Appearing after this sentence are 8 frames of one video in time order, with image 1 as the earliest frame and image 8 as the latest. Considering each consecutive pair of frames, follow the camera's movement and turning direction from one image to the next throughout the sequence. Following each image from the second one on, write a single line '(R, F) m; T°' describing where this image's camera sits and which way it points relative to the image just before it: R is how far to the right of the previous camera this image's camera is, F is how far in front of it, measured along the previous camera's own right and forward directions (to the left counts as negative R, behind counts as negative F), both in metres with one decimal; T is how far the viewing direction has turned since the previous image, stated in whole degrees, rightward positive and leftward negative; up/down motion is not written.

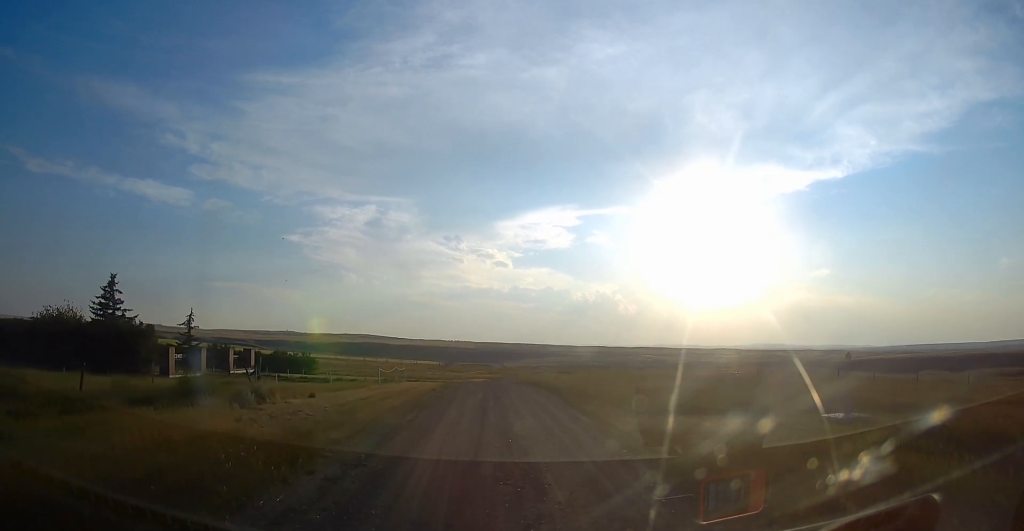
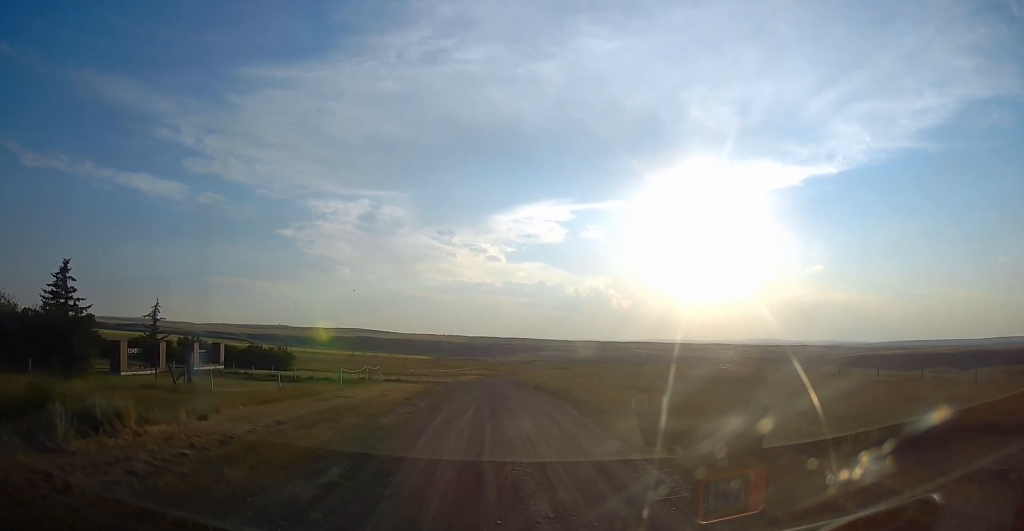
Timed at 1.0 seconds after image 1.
(+0.1, +7.4) m; +1°
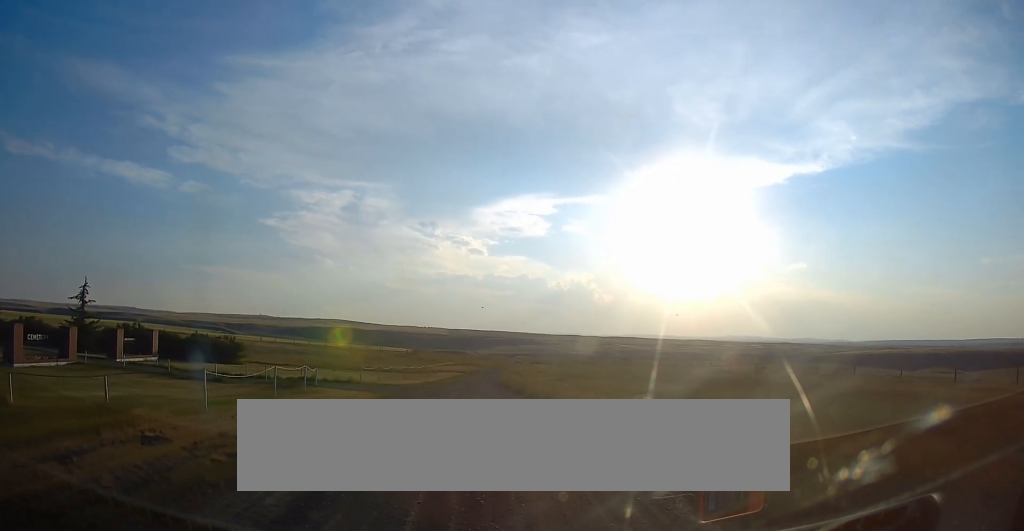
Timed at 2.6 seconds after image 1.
(0.0, +11.5) m; 0°
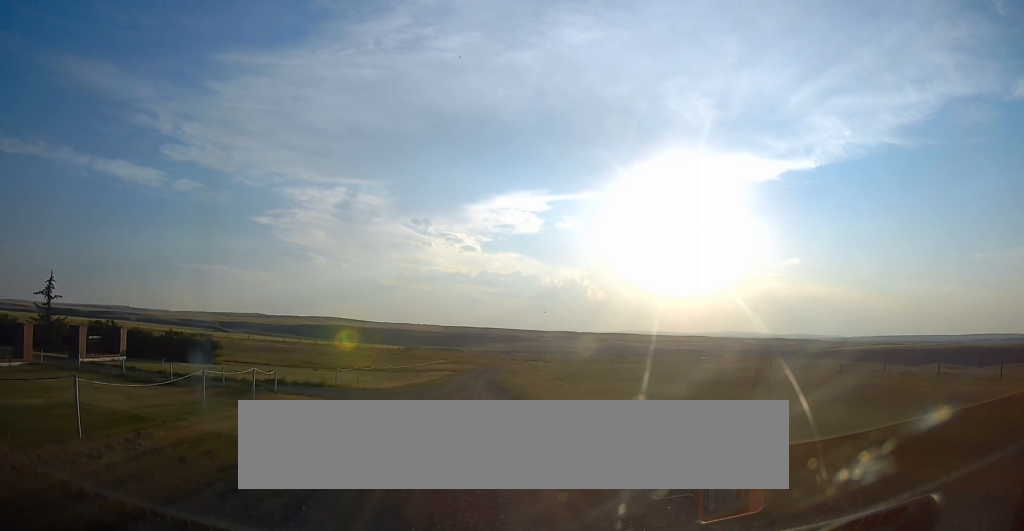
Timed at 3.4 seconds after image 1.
(0.0, +4.9) m; 0°
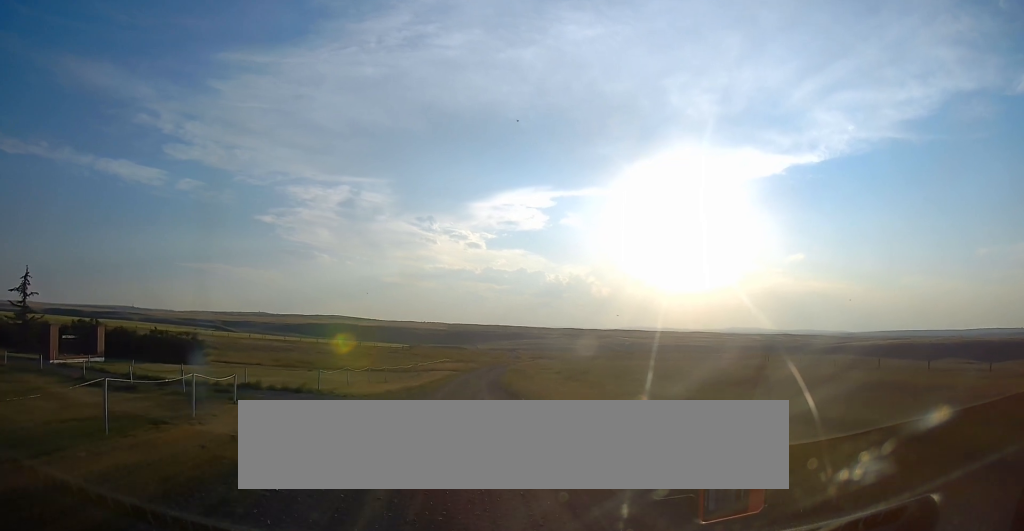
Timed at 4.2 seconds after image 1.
(0.0, +4.7) m; 0°
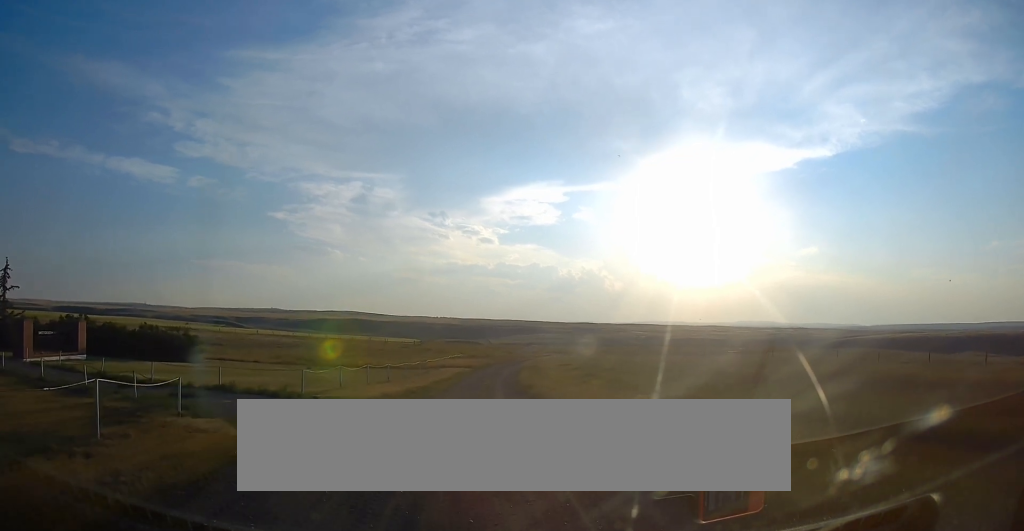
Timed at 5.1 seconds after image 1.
(0.0, +4.6) m; -1°
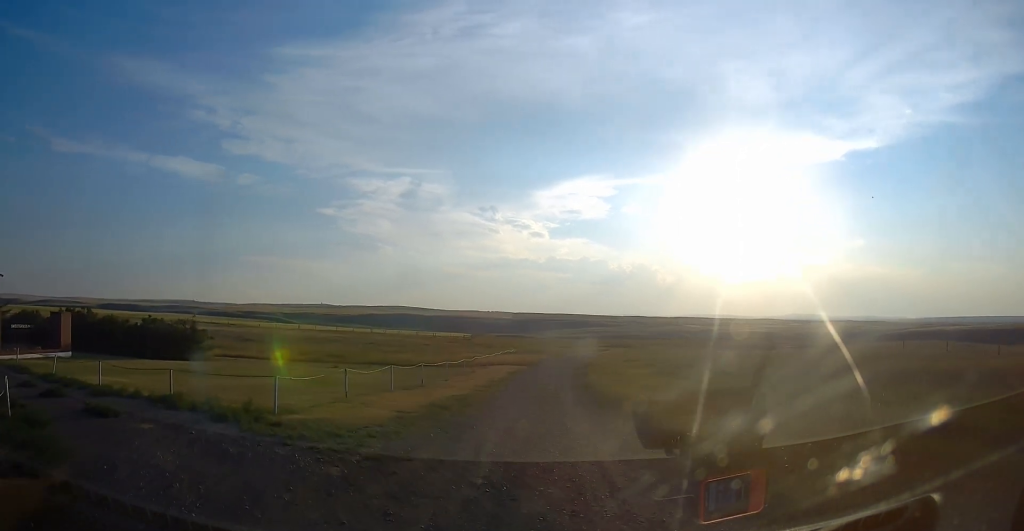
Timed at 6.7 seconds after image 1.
(-0.2, +8.1) m; -6°
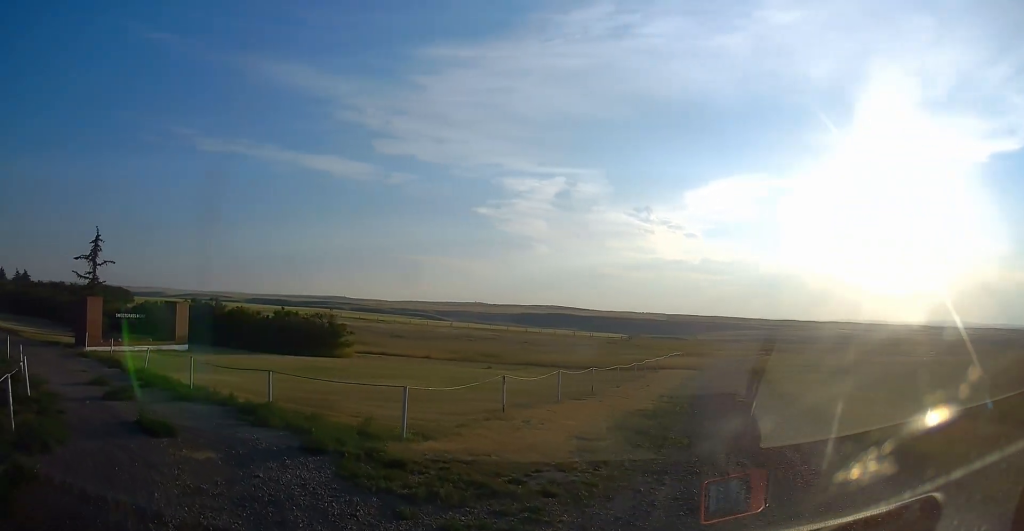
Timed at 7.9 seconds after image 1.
(-0.4, +4.7) m; -10°
